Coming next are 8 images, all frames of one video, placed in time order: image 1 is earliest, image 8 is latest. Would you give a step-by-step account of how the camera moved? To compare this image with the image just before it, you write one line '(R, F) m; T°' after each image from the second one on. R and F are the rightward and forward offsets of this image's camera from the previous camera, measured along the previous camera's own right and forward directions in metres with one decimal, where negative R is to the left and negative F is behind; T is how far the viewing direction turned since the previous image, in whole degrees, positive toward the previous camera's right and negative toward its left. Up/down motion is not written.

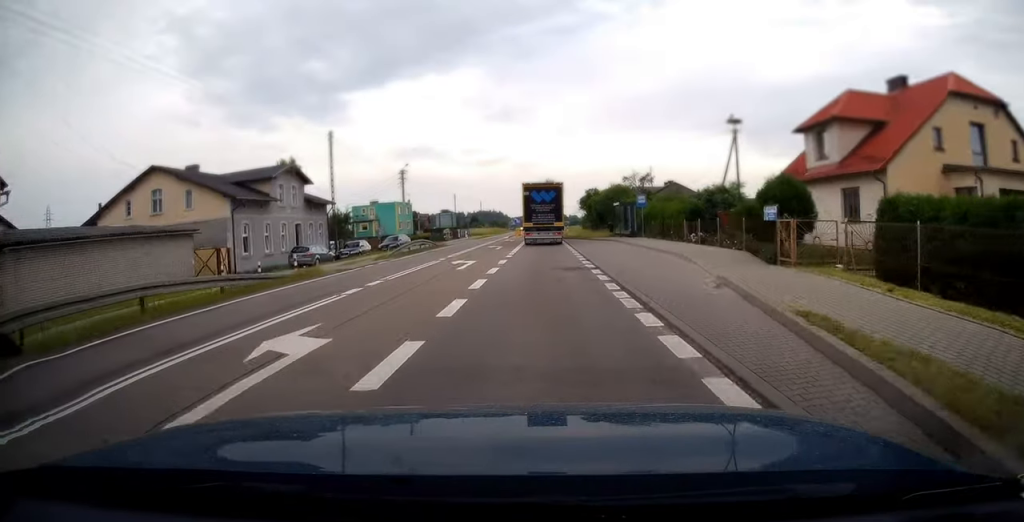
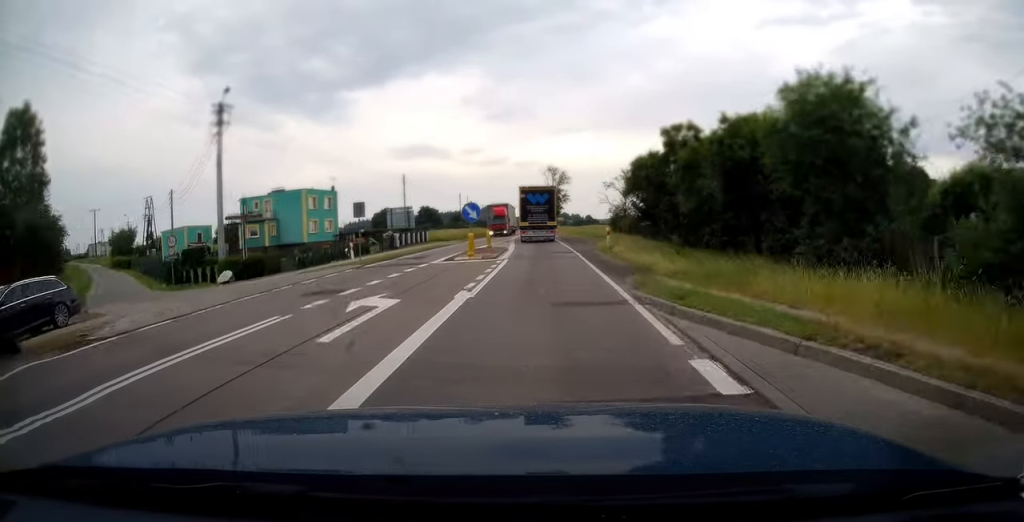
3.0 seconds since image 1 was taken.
(+0.1, +43.9) m; 0°
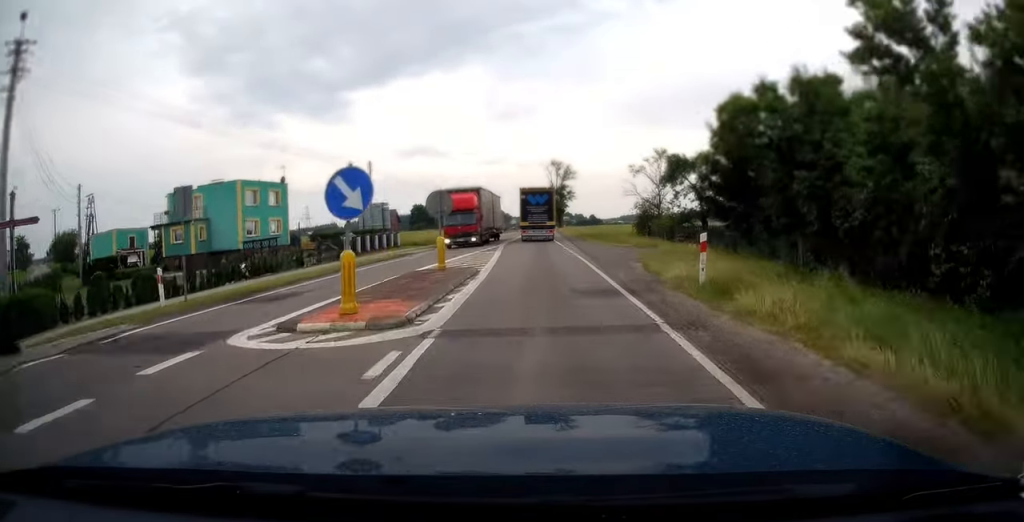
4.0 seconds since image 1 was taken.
(0.0, +15.9) m; 0°
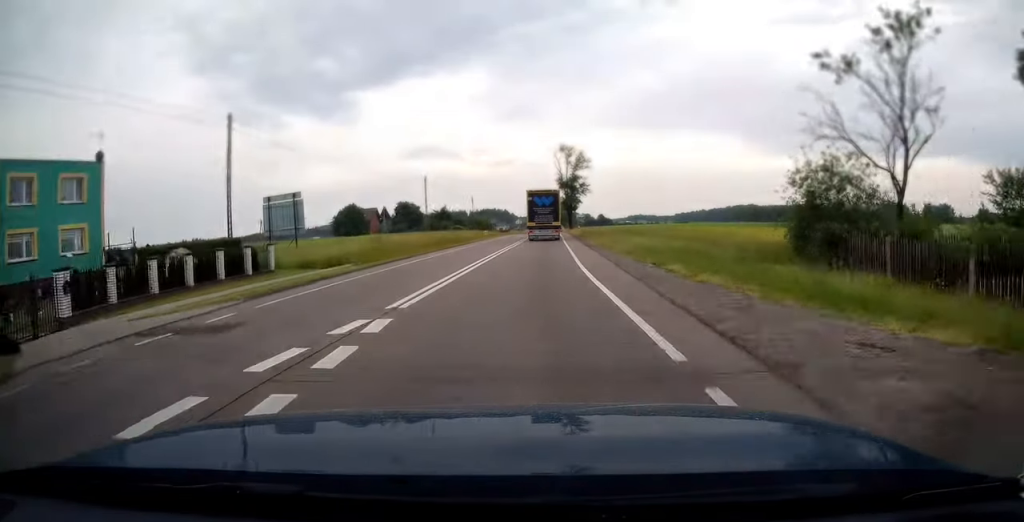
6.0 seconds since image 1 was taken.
(-0.3, +29.2) m; -1°
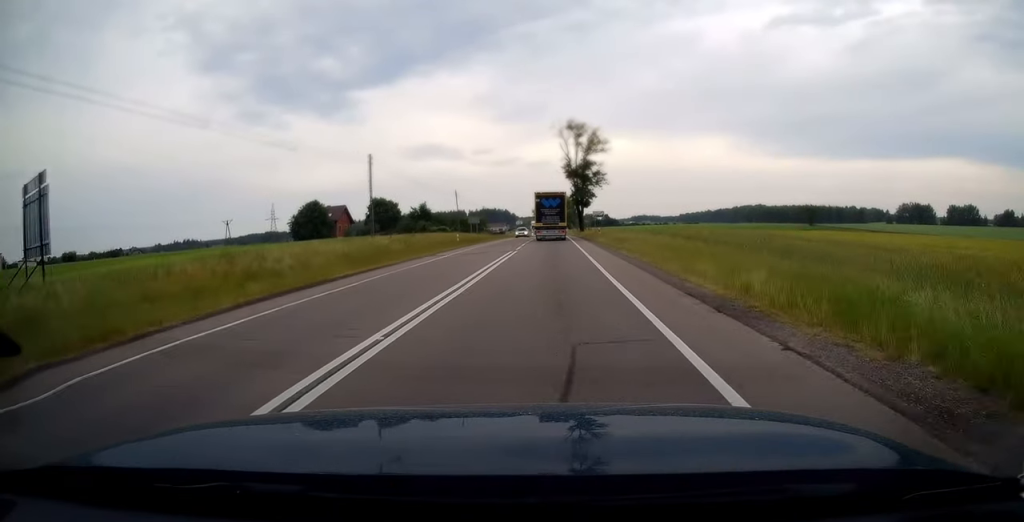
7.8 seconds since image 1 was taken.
(0.0, +27.7) m; 0°
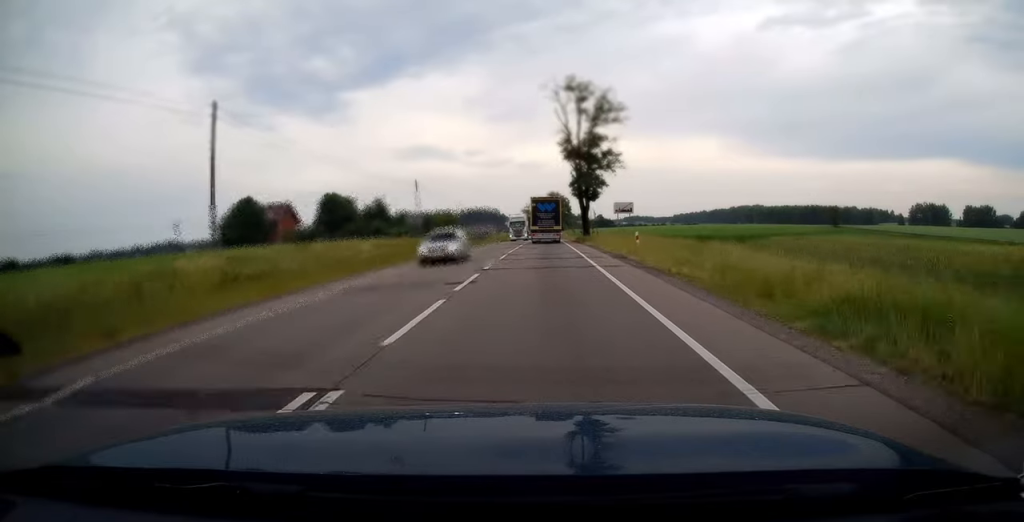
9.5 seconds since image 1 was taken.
(+0.2, +26.8) m; +1°
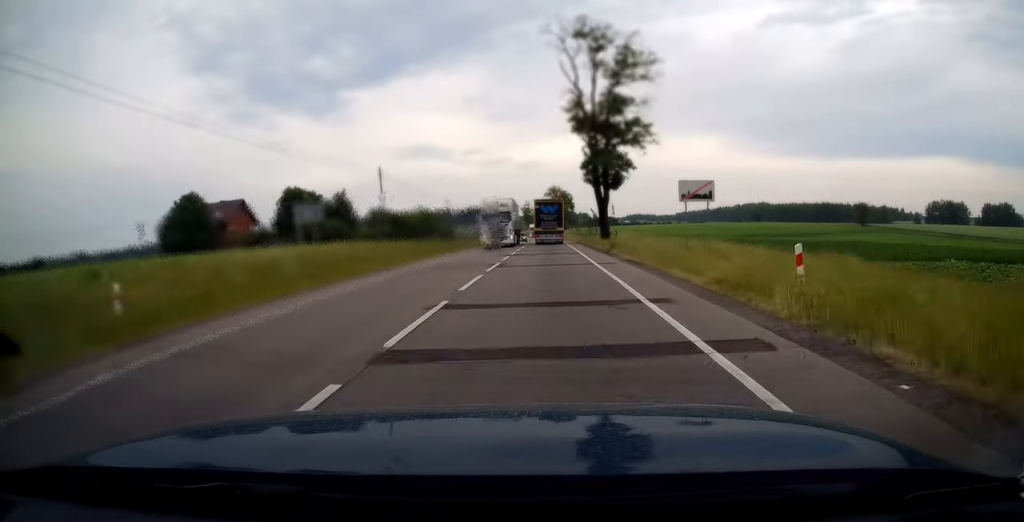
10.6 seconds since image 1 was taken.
(+0.1, +18.3) m; 0°
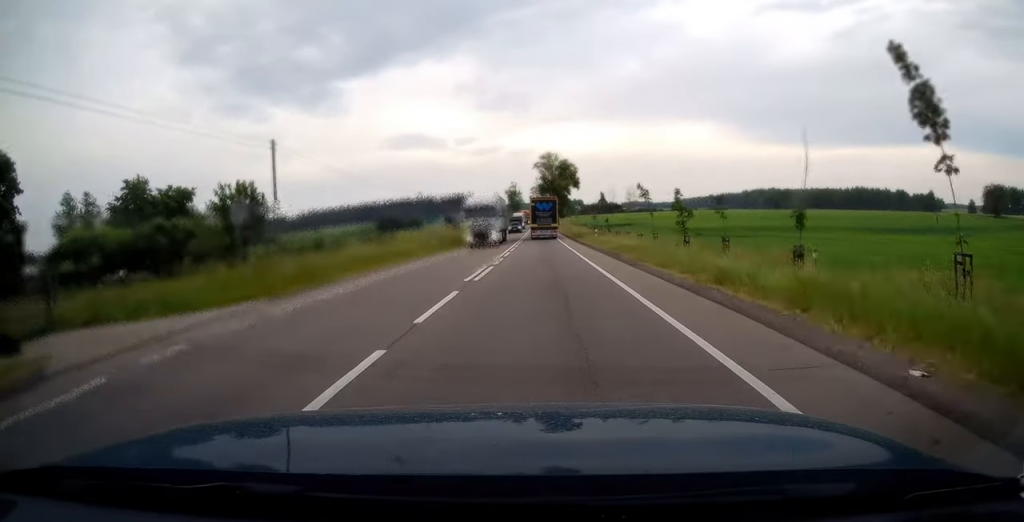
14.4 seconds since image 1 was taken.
(+0.1, +64.3) m; +1°
